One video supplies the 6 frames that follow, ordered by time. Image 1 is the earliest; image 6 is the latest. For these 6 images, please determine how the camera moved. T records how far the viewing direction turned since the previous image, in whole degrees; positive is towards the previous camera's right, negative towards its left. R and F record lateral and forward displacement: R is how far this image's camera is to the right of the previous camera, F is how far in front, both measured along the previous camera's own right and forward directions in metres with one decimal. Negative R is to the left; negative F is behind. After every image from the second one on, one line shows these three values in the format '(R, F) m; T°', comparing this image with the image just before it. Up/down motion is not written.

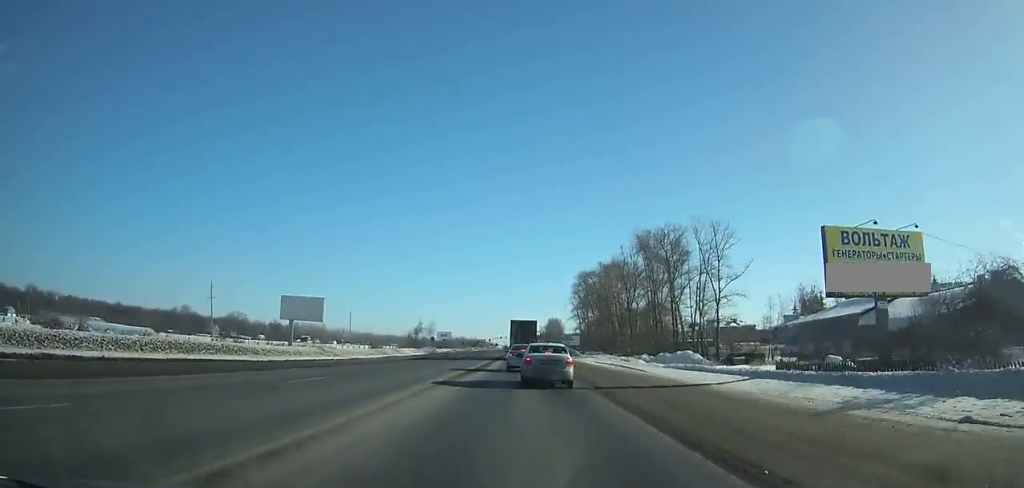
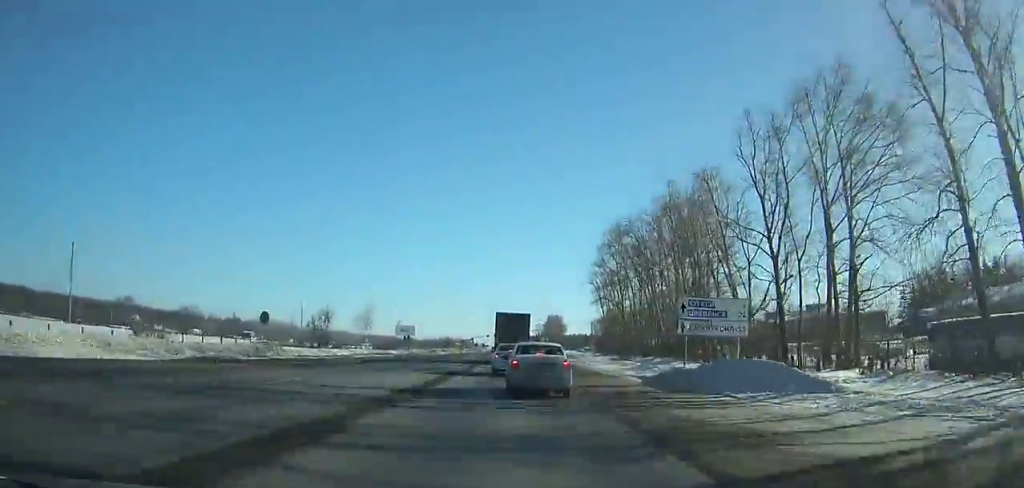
(-0.3, +63.4) m; 0°
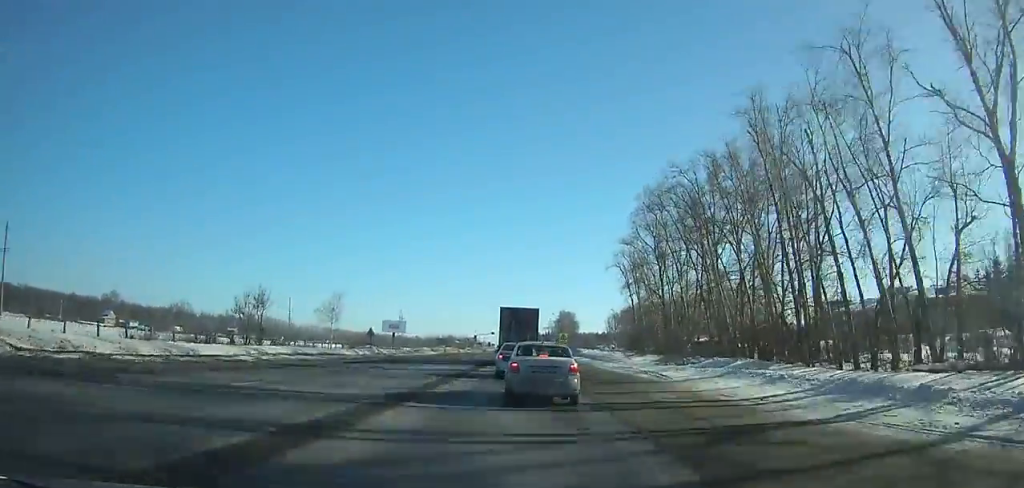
(0.0, +23.5) m; 0°
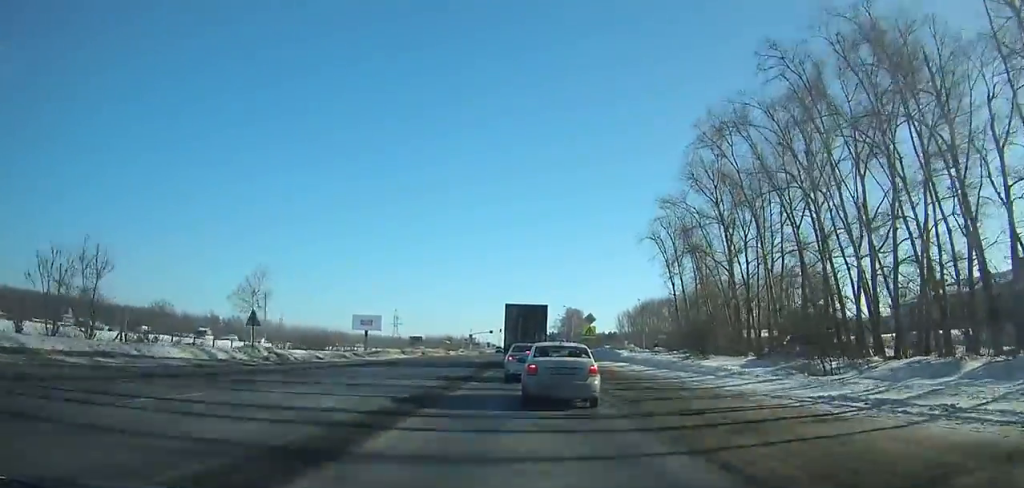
(-0.2, +25.8) m; 0°
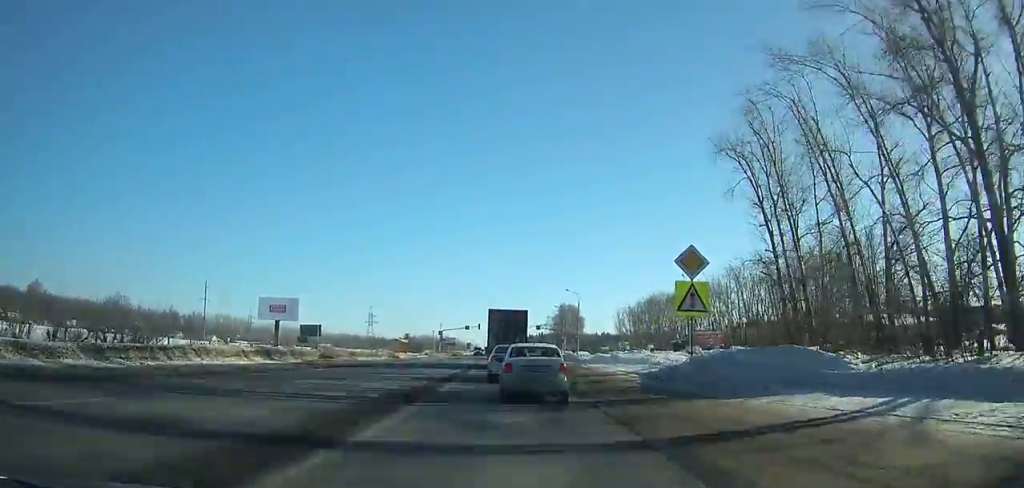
(+0.2, +36.5) m; 0°
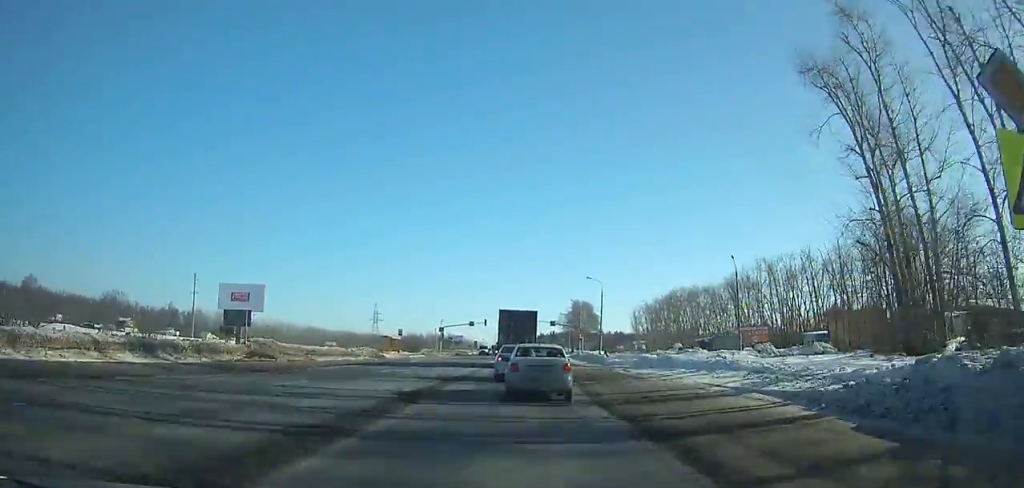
(-0.1, +12.9) m; 0°
